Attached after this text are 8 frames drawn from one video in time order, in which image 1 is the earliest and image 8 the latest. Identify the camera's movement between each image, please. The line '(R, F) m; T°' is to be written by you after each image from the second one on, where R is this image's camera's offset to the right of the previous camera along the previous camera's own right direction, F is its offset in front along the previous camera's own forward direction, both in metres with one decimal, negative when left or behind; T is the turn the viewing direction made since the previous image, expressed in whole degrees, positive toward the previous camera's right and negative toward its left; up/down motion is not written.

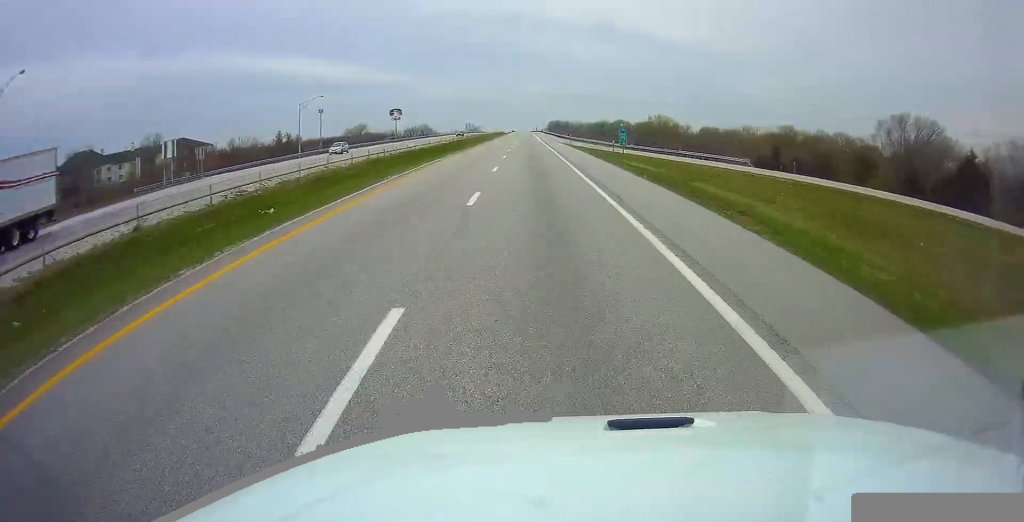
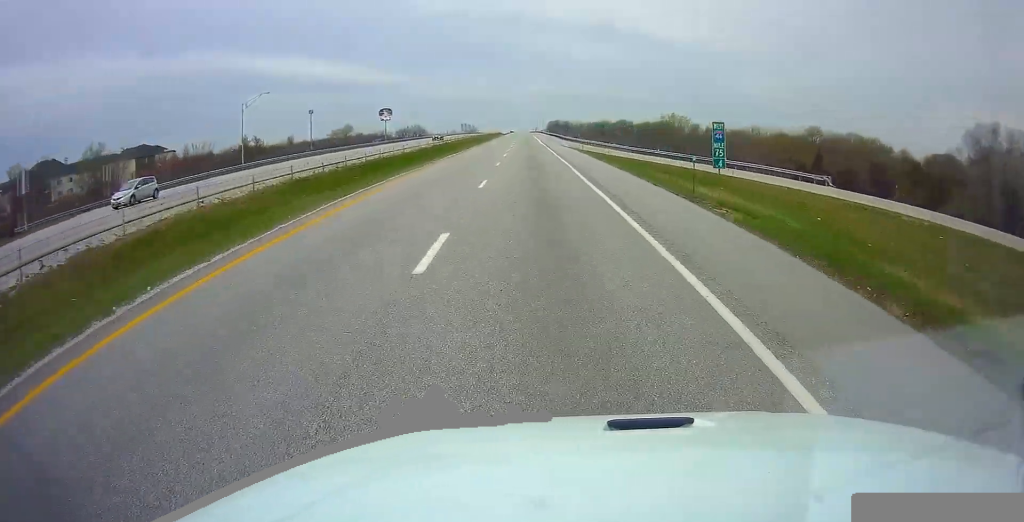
(-0.1, +19.3) m; 0°
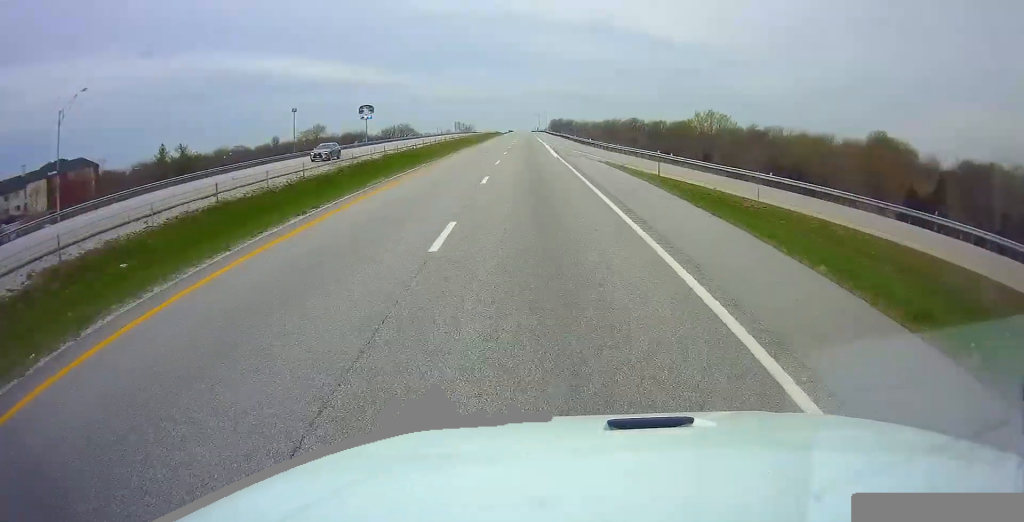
(+0.1, +34.4) m; 0°
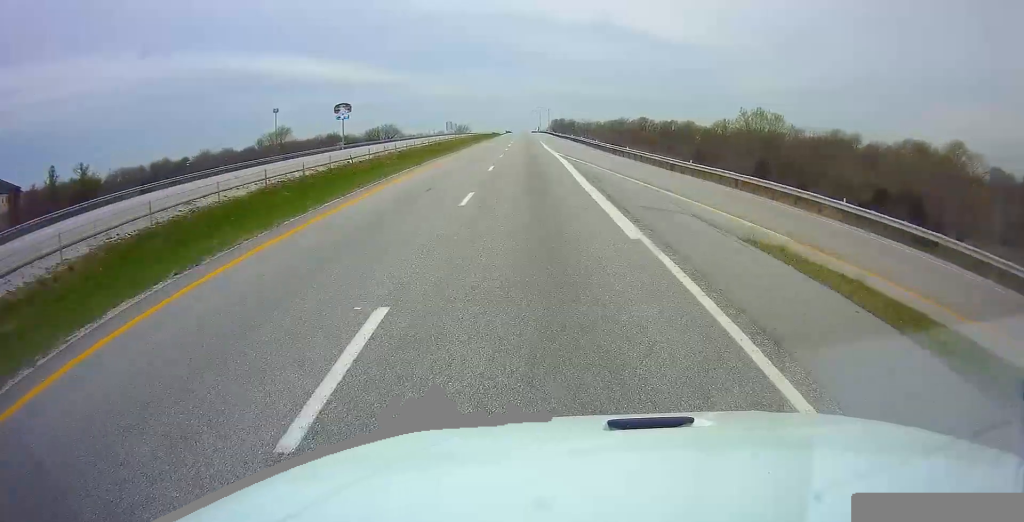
(0.0, +30.3) m; 0°
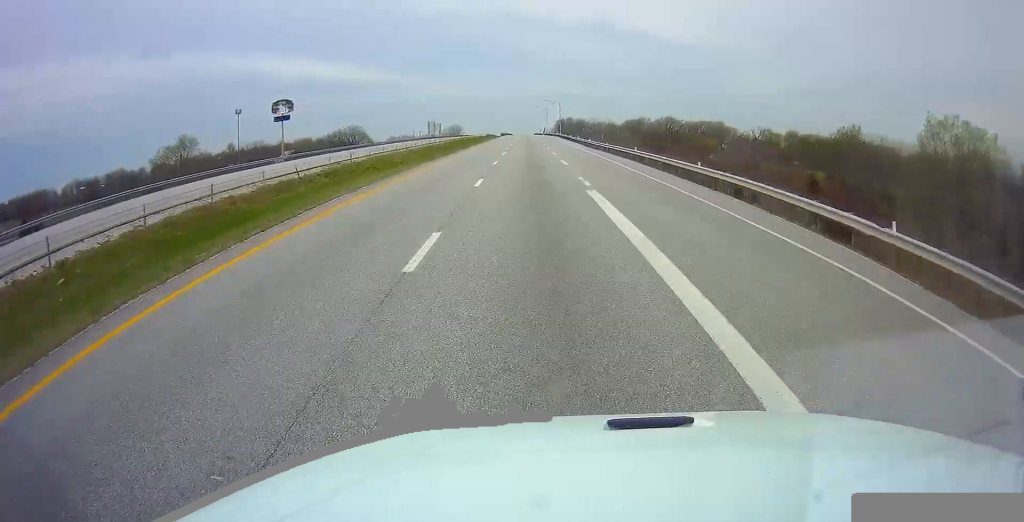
(-0.1, +55.3) m; -1°
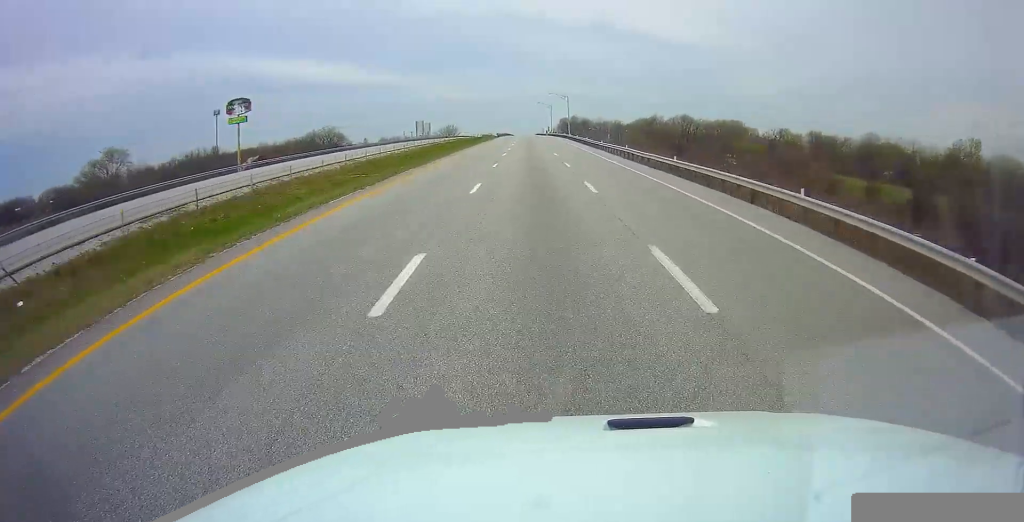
(-0.2, +25.9) m; 0°
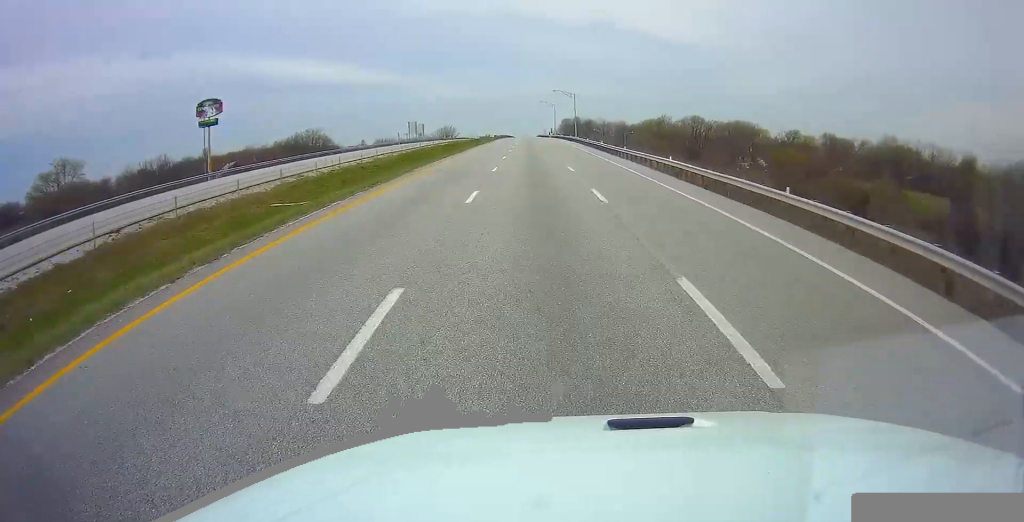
(-0.1, +13.9) m; 0°
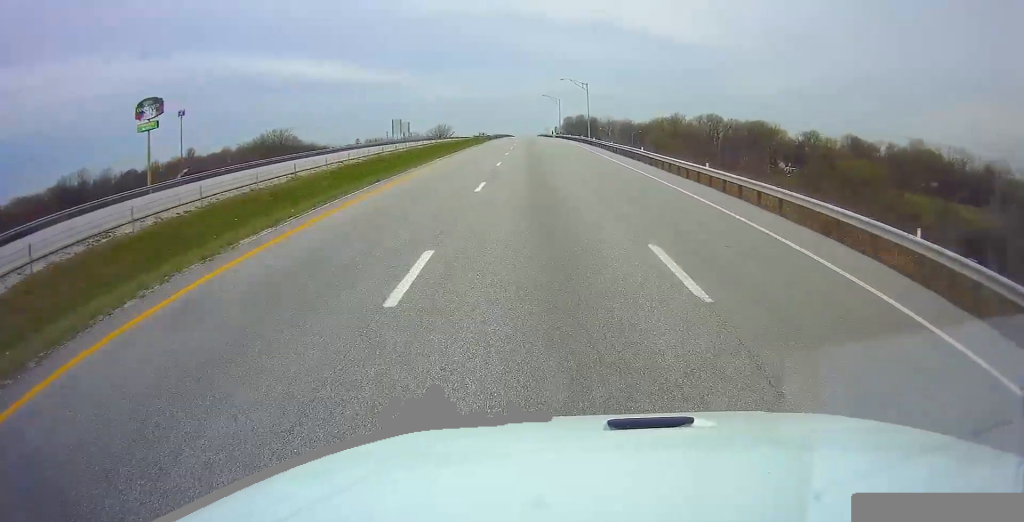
(+0.3, +21.9) m; +1°
